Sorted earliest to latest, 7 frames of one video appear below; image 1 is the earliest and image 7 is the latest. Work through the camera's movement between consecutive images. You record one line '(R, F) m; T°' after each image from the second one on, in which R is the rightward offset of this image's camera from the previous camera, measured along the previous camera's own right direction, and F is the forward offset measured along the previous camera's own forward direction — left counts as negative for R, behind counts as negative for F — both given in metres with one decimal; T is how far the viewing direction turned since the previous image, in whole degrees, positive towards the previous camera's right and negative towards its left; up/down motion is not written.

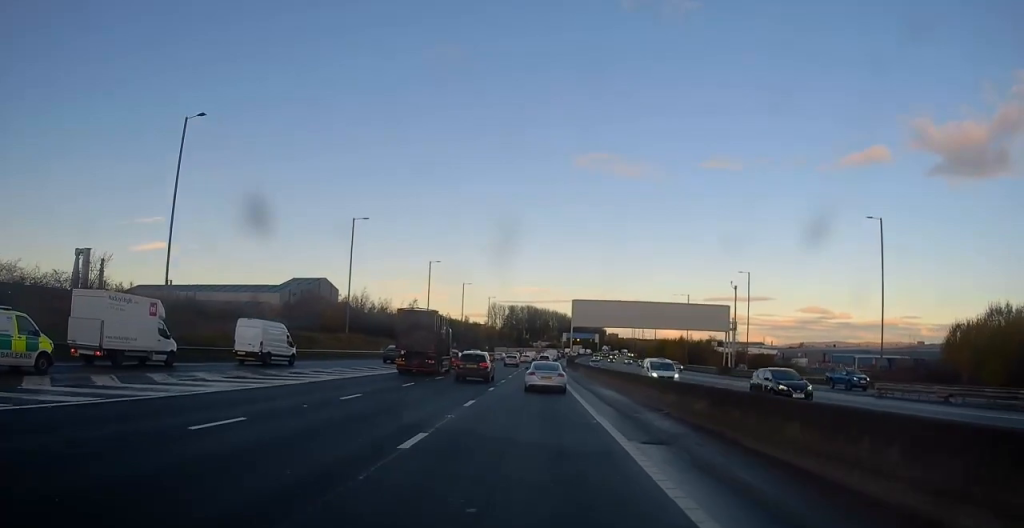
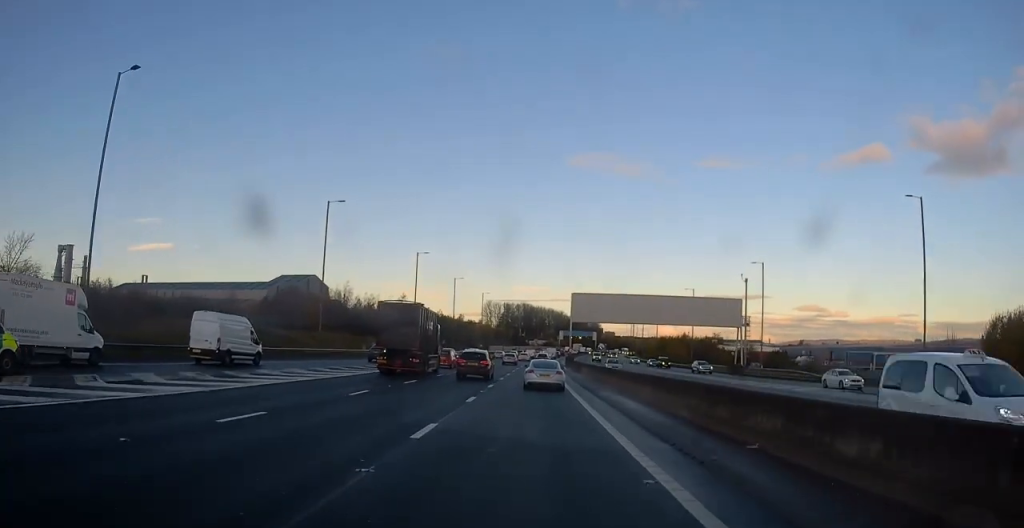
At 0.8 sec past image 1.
(+0.1, +8.0) m; -2°
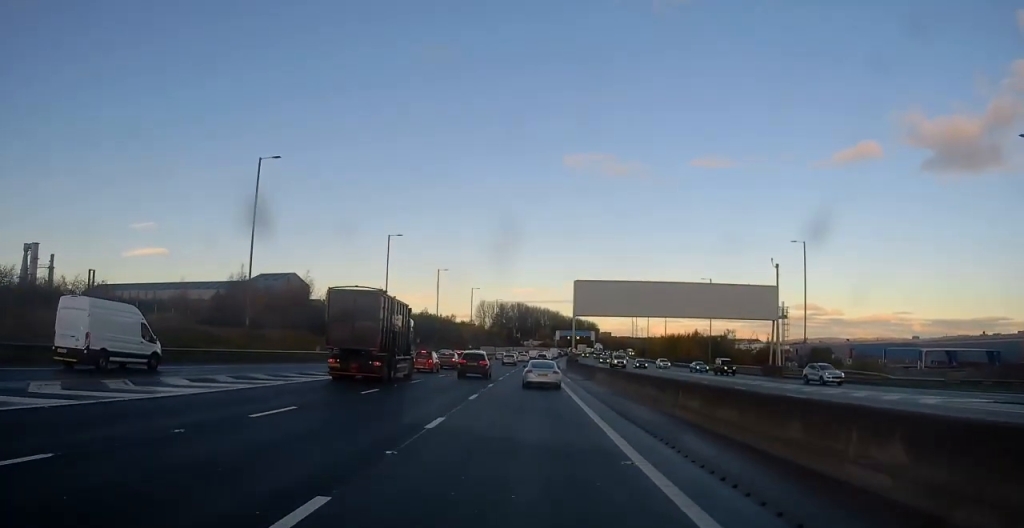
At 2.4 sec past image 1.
(-0.3, +16.0) m; +1°
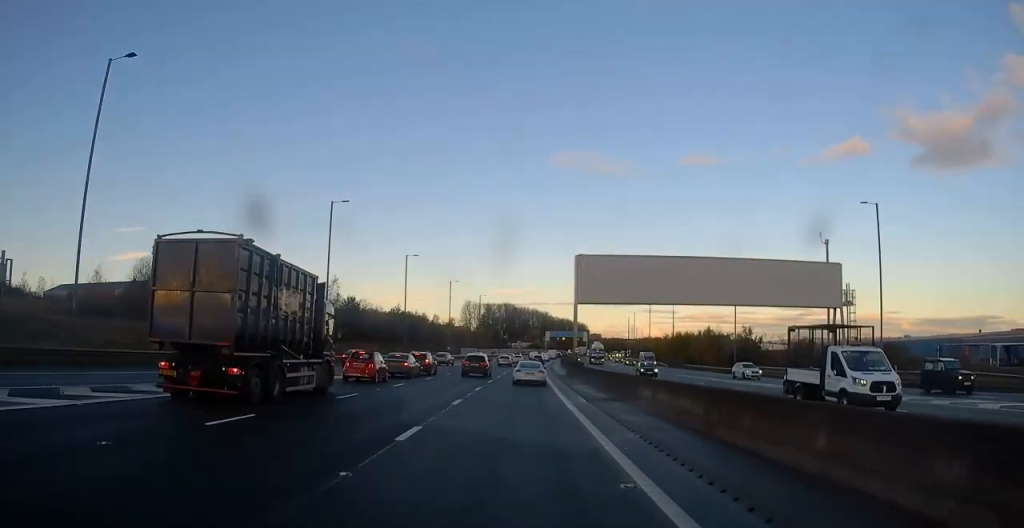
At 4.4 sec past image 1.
(+0.2, +19.4) m; 0°
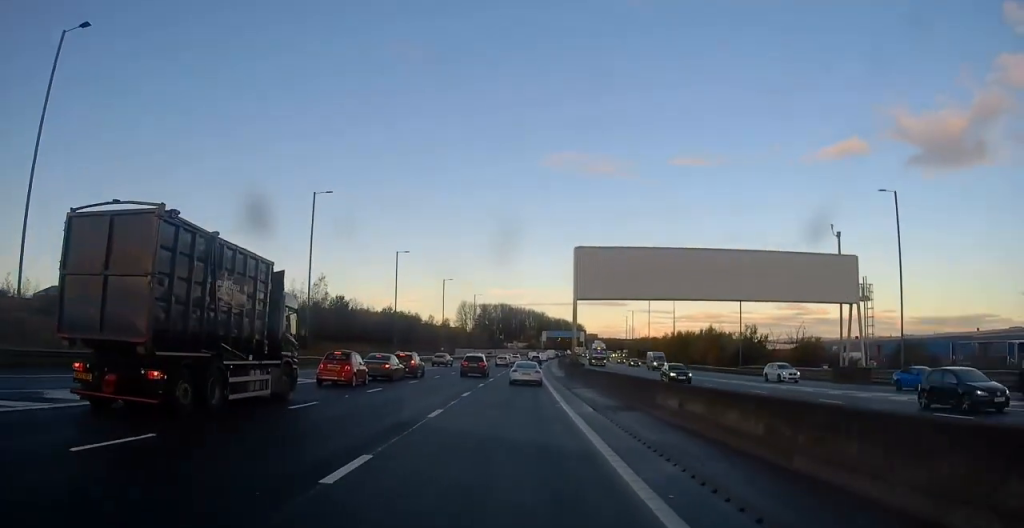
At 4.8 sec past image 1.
(-0.2, +4.0) m; 0°
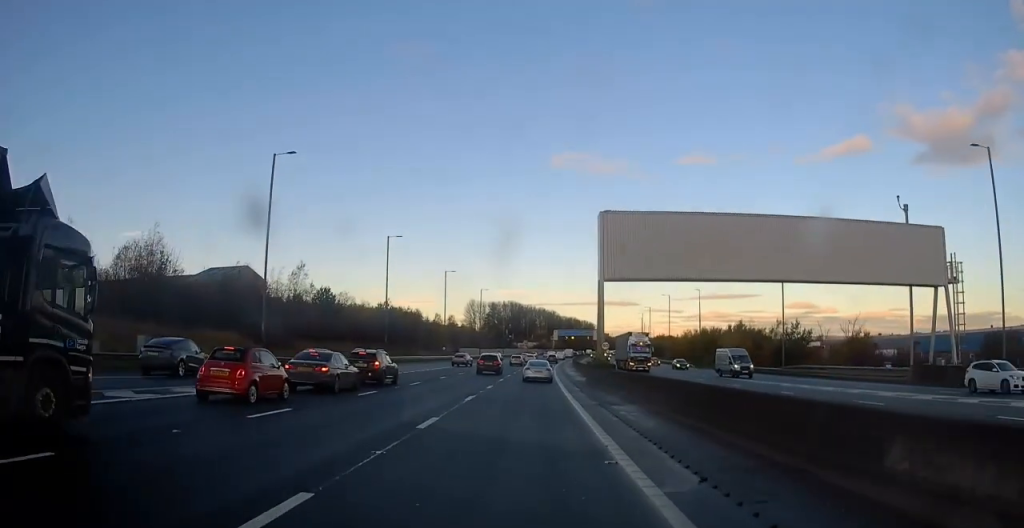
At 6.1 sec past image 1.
(+0.5, +11.7) m; +3°
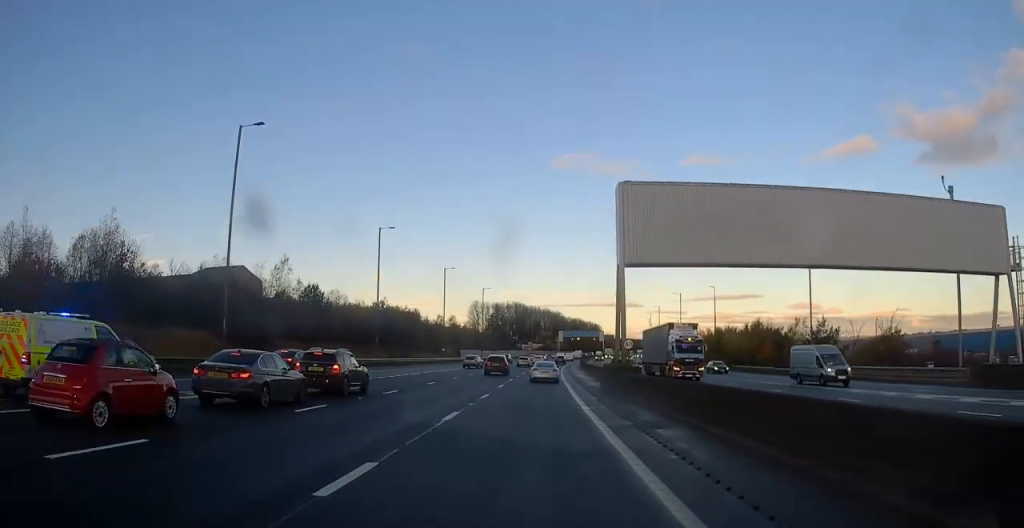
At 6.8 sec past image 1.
(0.0, +6.6) m; 0°
